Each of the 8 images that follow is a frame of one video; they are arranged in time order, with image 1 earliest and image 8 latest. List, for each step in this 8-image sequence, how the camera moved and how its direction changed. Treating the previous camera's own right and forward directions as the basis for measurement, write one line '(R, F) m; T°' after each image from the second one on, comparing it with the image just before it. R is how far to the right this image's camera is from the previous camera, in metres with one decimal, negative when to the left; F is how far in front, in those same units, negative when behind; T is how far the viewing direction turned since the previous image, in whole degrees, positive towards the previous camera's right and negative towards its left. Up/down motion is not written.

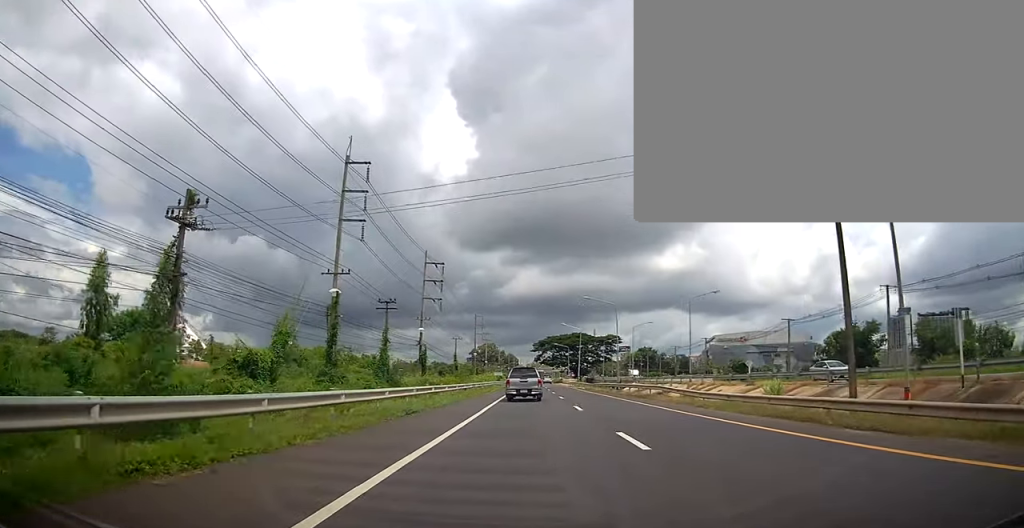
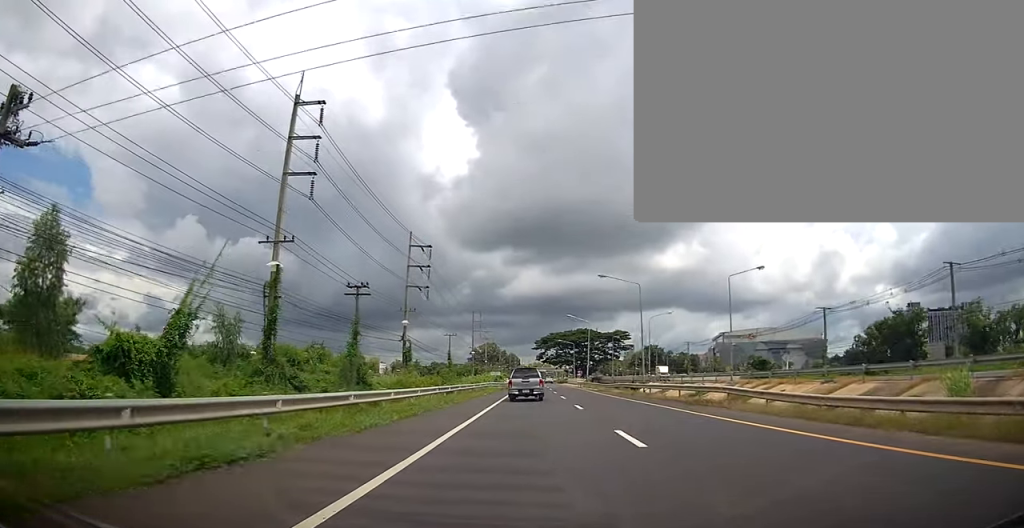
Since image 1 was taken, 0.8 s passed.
(+0.5, +11.3) m; 0°
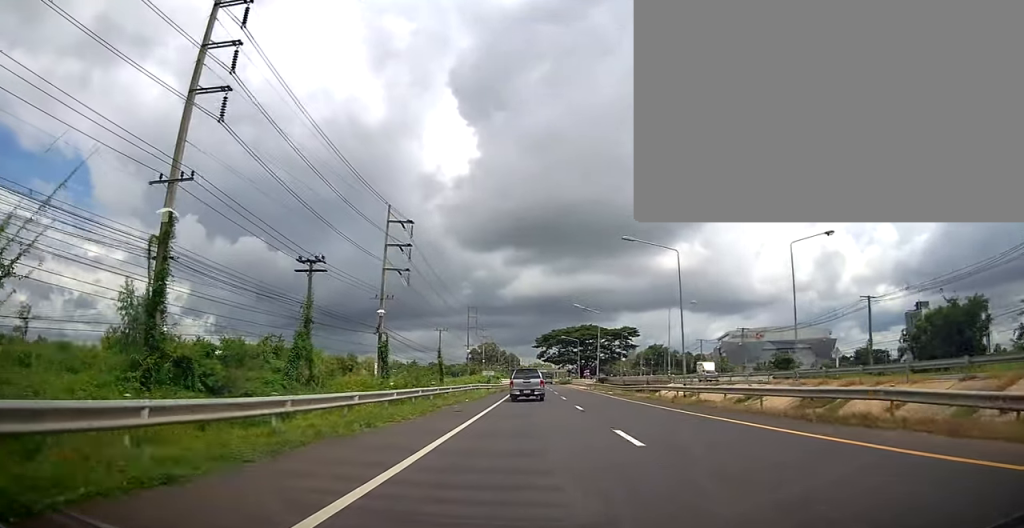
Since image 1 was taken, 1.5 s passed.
(-0.6, +11.6) m; -2°
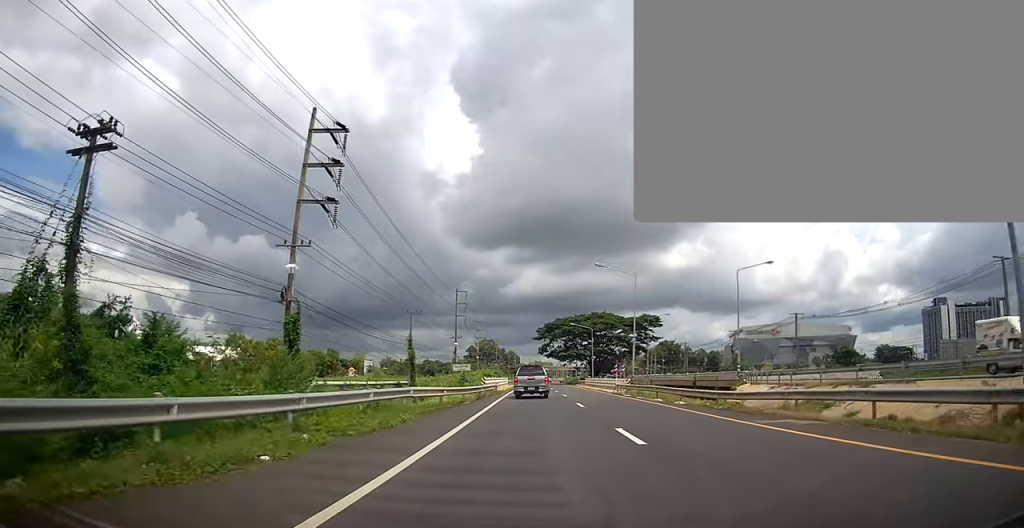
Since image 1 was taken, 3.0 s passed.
(-0.3, +23.6) m; 0°
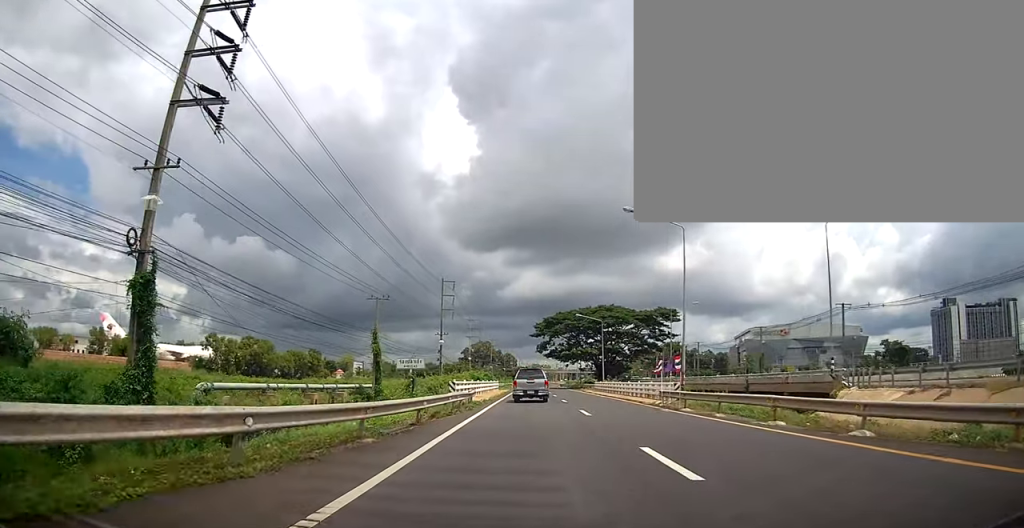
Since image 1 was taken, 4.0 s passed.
(+0.1, +15.7) m; 0°
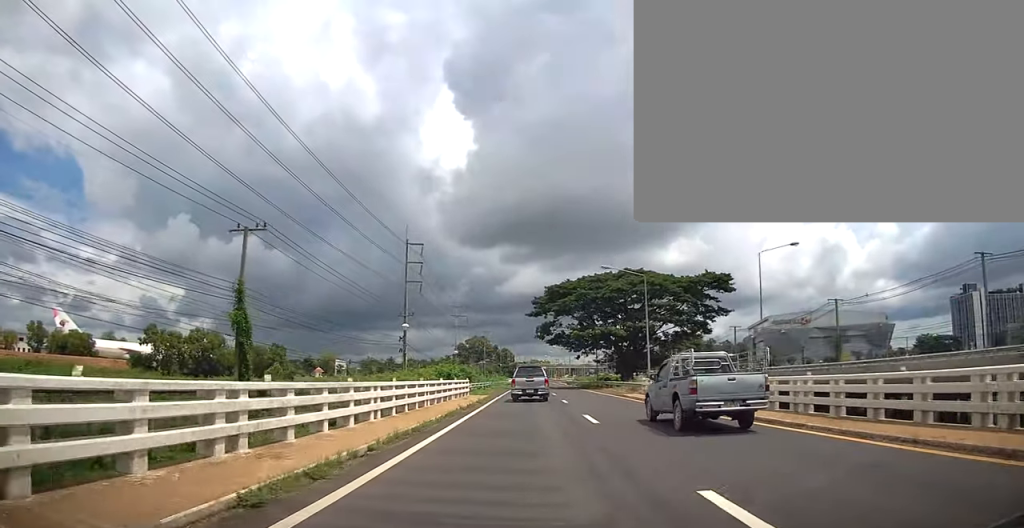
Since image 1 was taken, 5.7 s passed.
(-0.1, +28.8) m; 0°
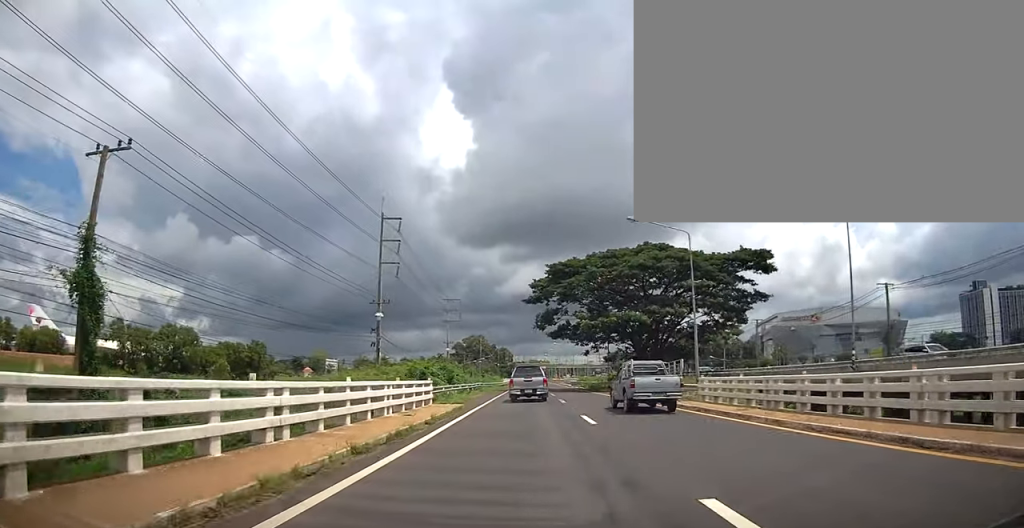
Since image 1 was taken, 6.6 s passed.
(+0.1, +12.9) m; 0°
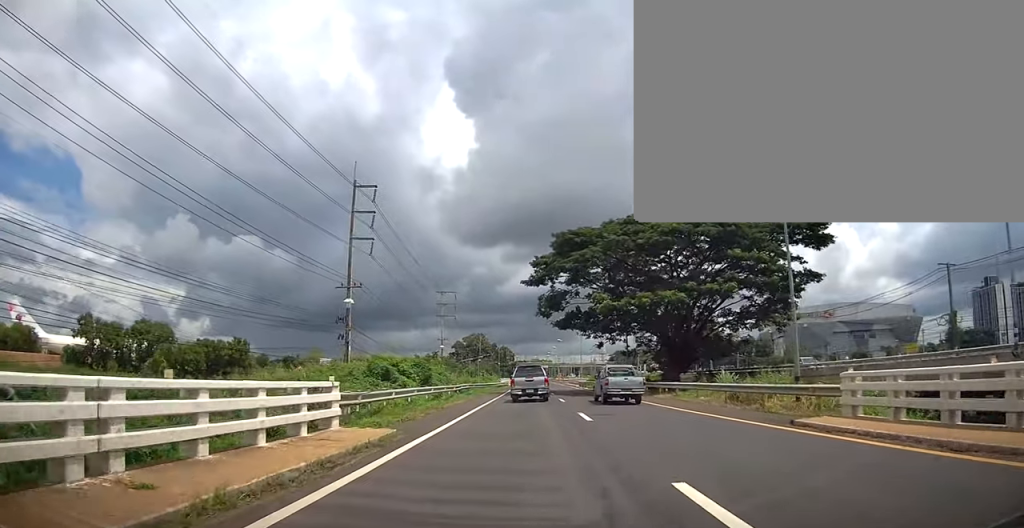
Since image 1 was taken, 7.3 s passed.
(0.0, +11.5) m; 0°
